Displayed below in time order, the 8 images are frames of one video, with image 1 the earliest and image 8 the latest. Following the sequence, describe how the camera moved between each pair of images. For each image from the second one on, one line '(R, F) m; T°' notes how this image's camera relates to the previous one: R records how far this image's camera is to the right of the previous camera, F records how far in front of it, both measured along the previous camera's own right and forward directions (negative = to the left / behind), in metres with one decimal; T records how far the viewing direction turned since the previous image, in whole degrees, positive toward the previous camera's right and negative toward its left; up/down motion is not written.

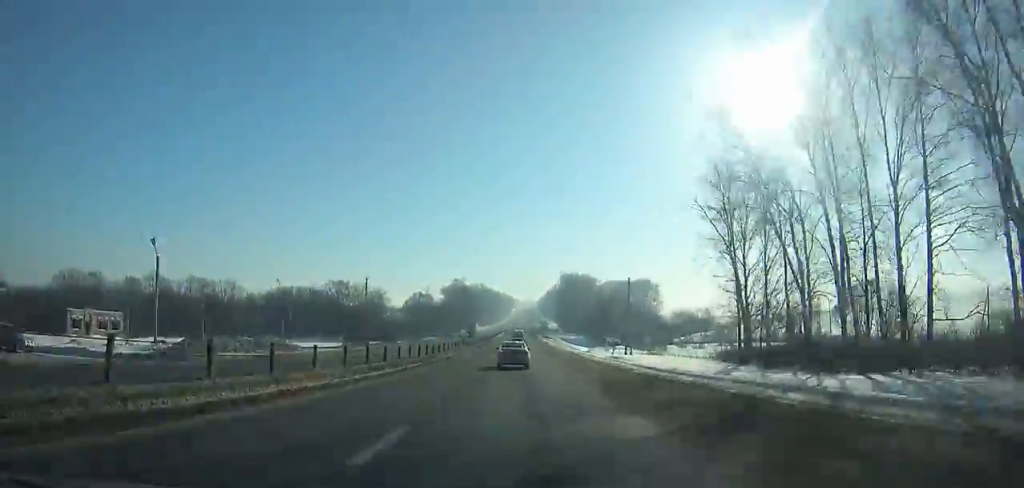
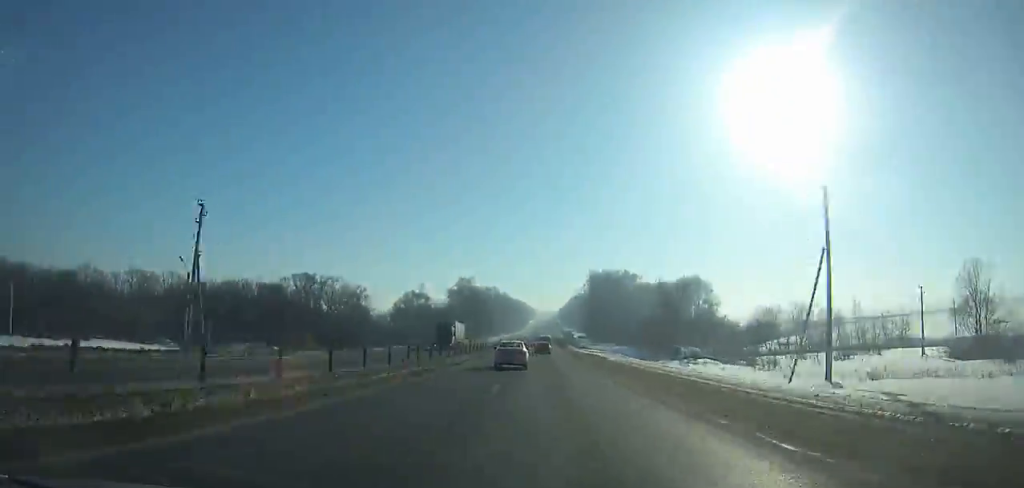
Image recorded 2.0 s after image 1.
(-0.1, +53.3) m; 0°
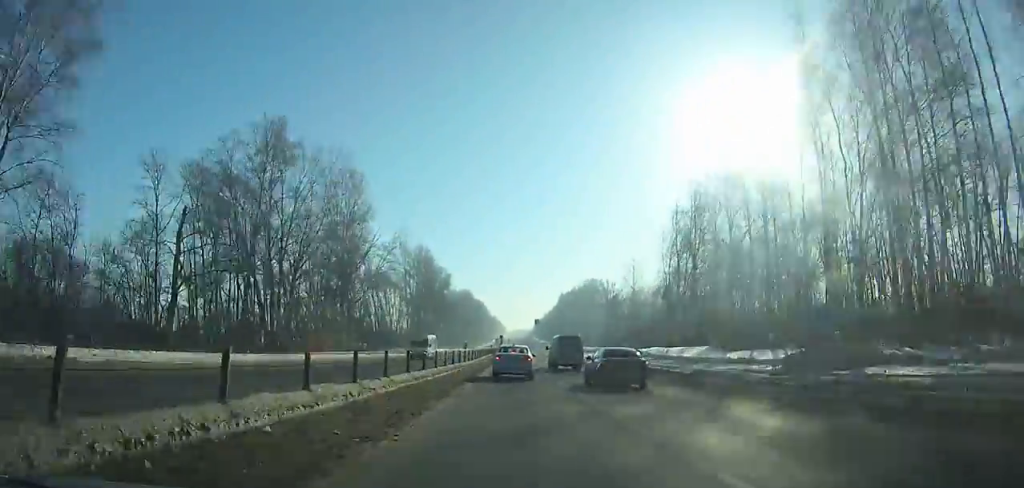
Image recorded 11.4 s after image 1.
(+3.5, +230.6) m; +1°
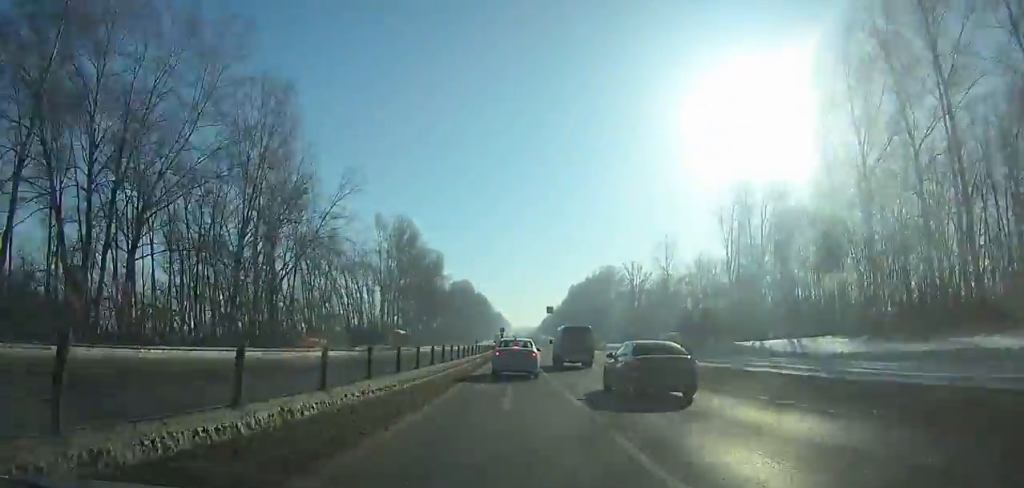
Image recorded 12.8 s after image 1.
(-0.1, +29.5) m; 0°
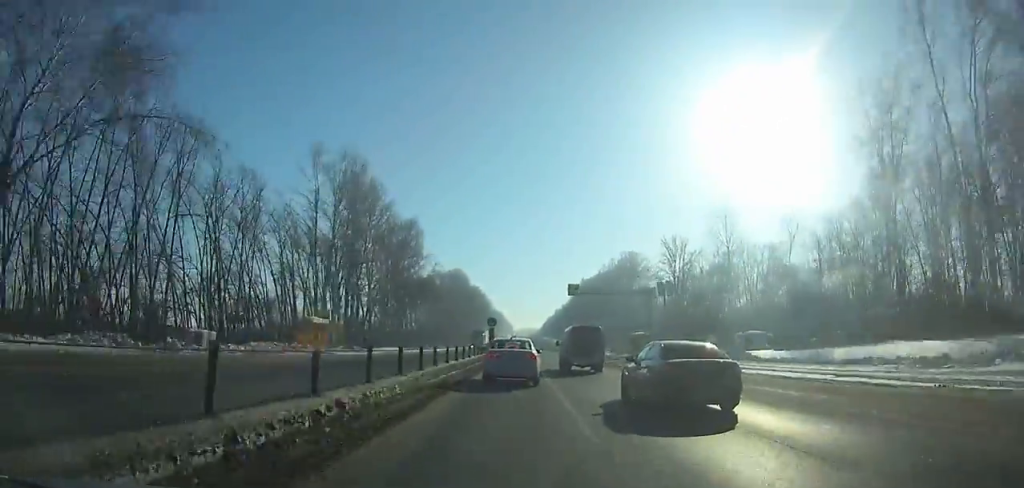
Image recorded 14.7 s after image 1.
(0.0, +37.8) m; 0°
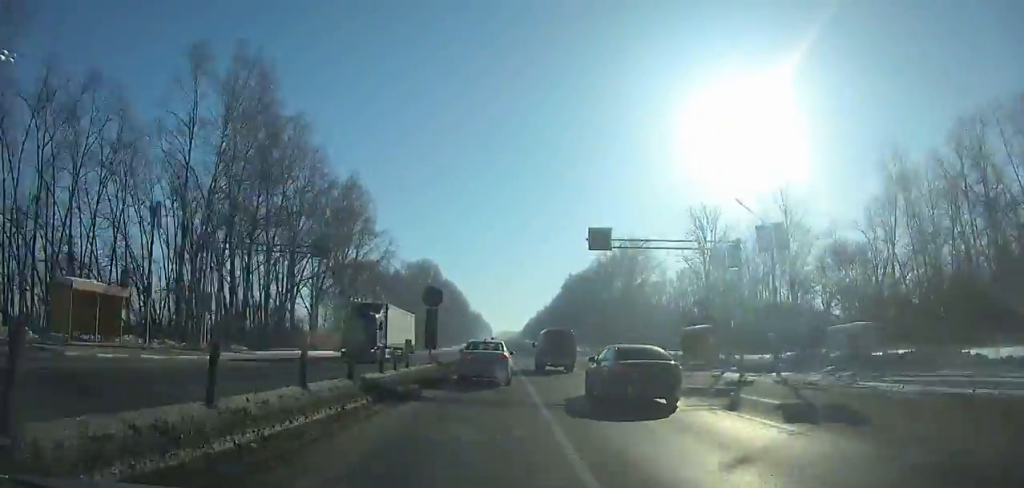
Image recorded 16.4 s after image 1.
(+0.1, +32.2) m; 0°
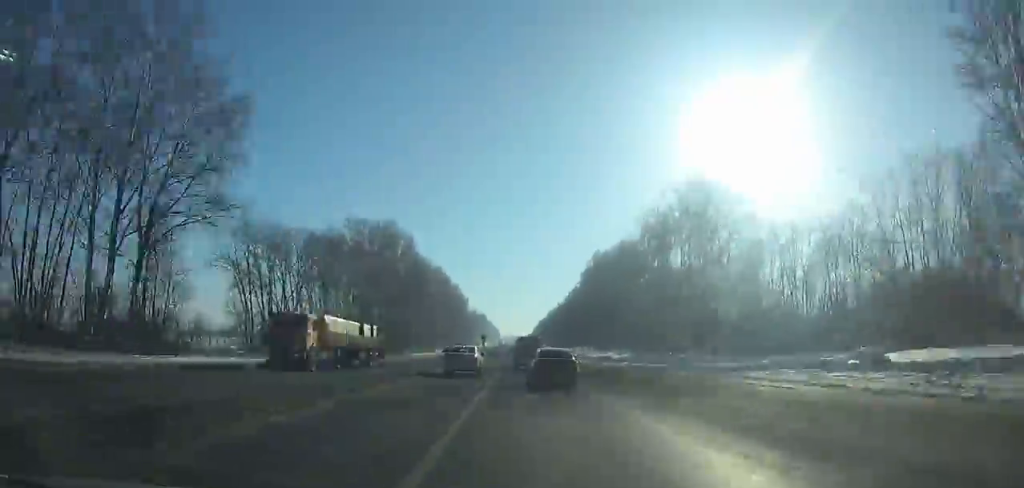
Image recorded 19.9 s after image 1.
(+0.2, +64.1) m; -1°
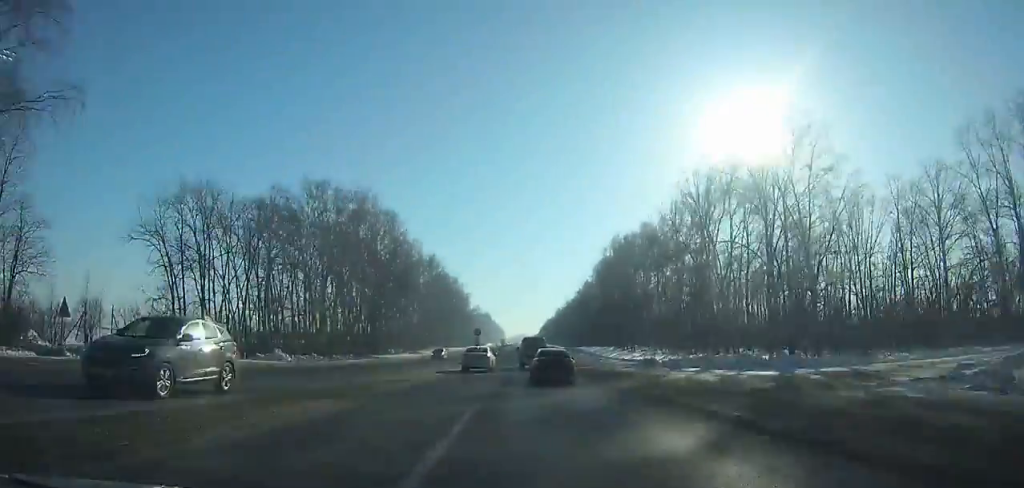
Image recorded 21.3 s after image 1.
(-0.4, +26.4) m; -1°
